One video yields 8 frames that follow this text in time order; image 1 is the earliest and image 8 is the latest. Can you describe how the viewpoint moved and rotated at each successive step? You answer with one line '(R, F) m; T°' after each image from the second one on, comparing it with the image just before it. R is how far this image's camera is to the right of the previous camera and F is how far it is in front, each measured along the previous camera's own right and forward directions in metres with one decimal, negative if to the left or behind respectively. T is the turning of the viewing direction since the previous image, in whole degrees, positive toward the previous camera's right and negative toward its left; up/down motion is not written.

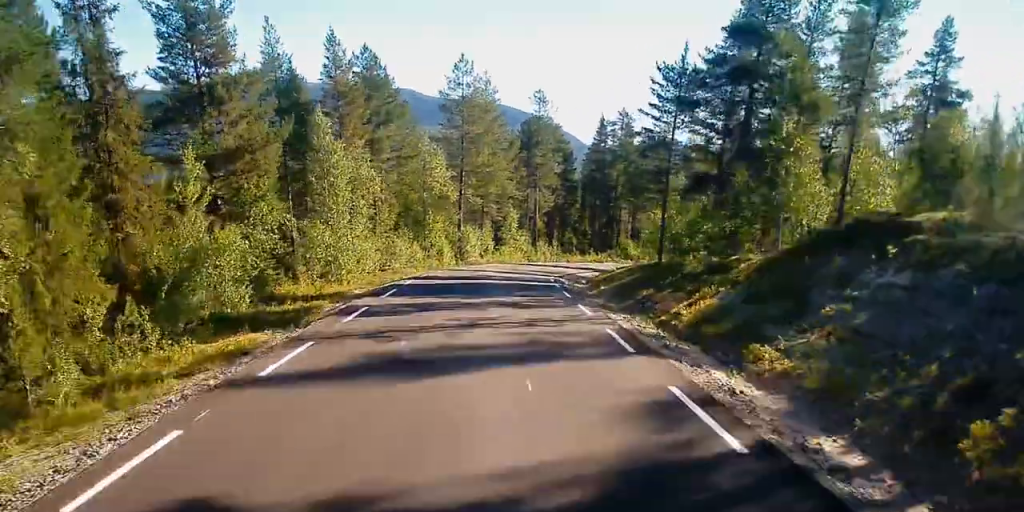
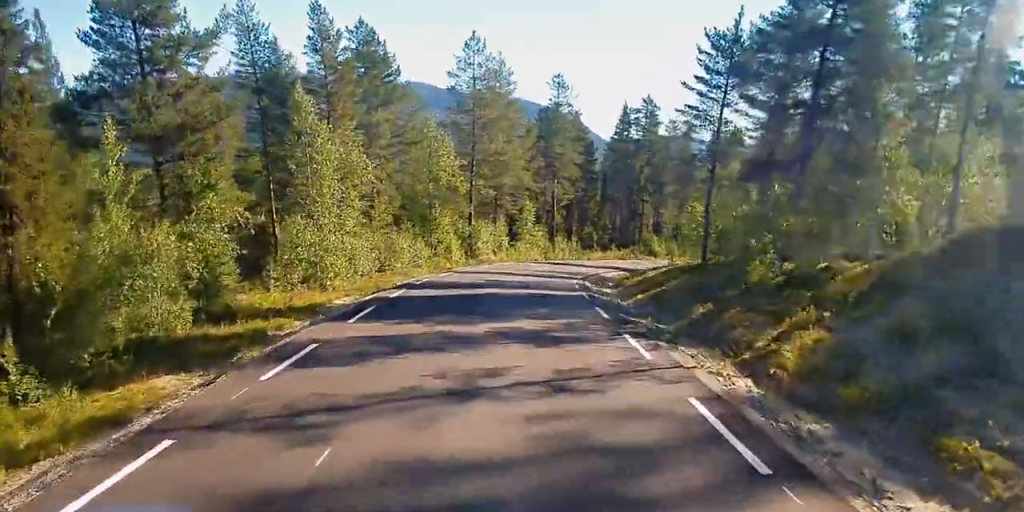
(-0.3, +6.6) m; 0°
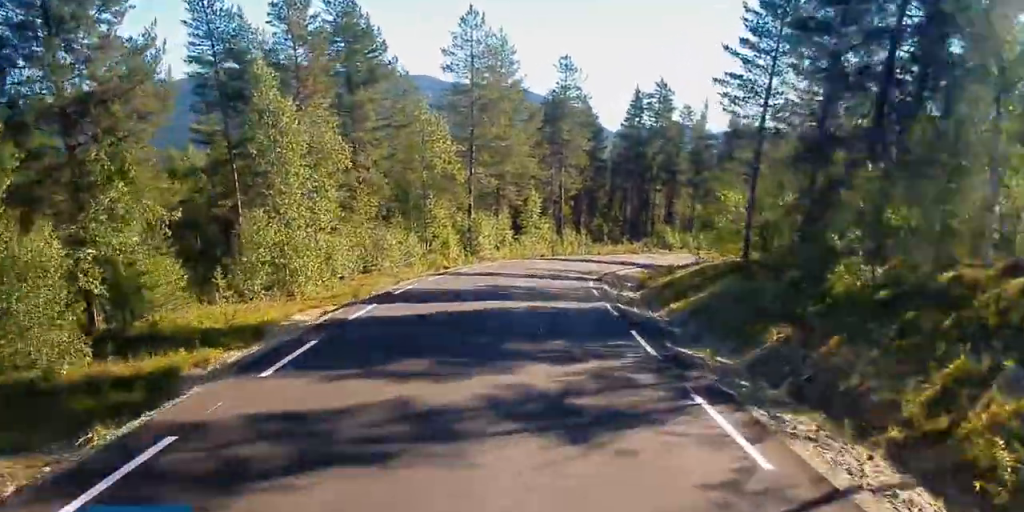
(0.0, +6.1) m; 0°
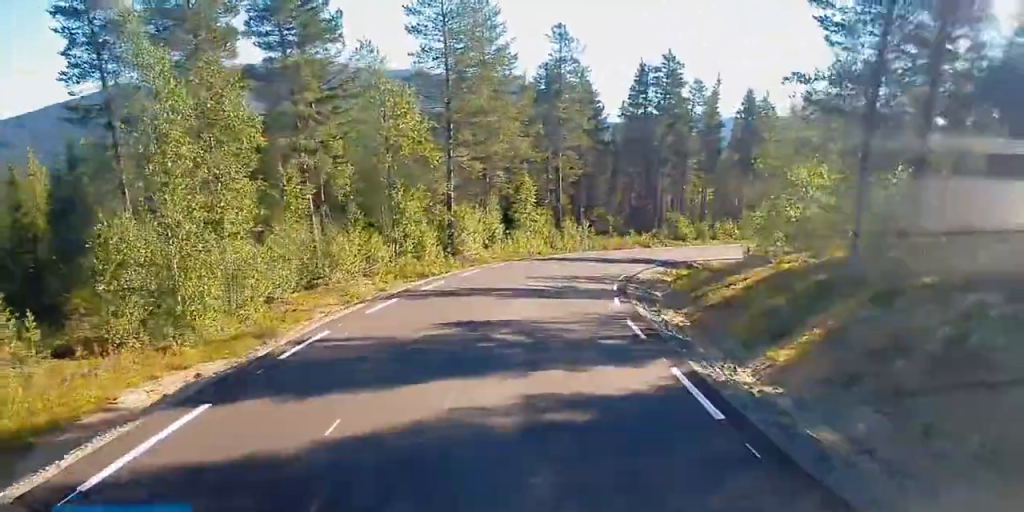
(+0.3, +10.6) m; 0°
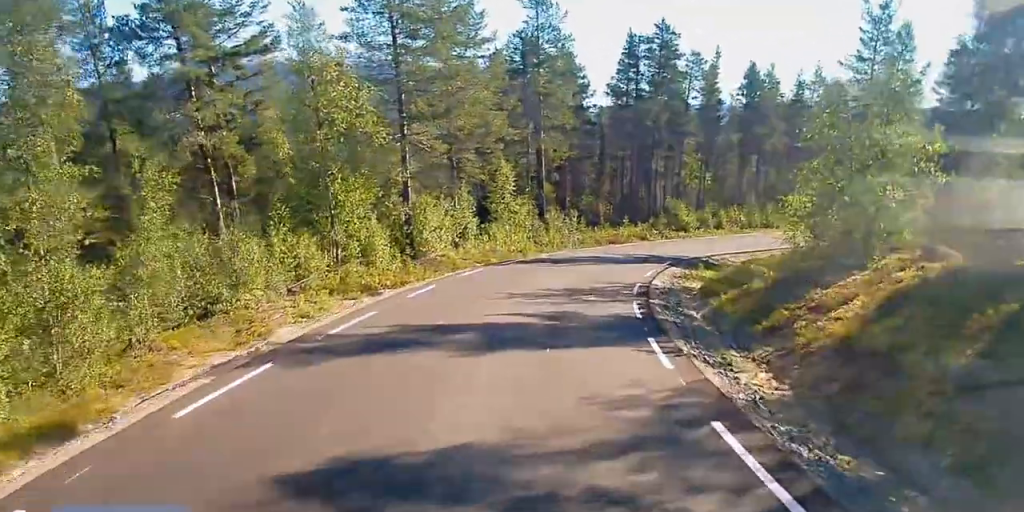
(-0.2, +9.7) m; -1°
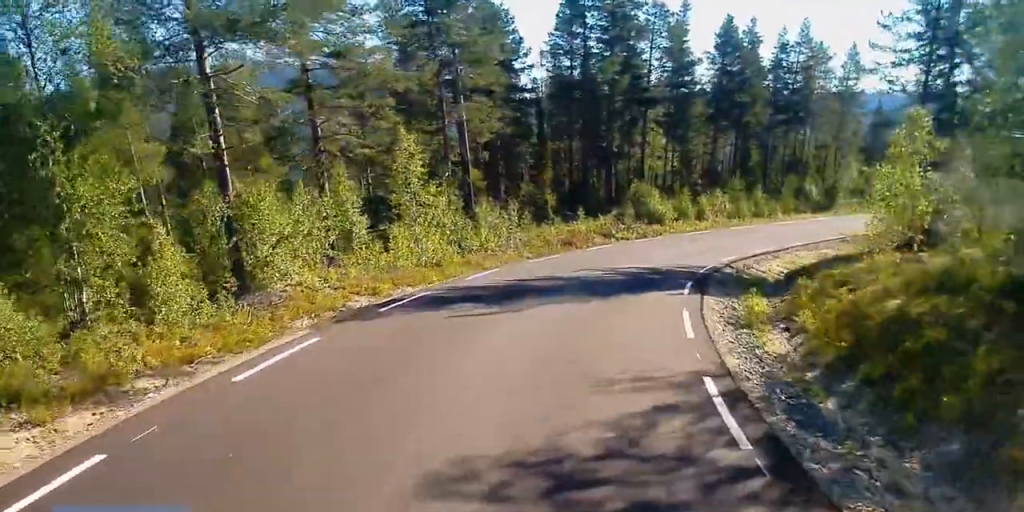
(+0.1, +16.6) m; +5°
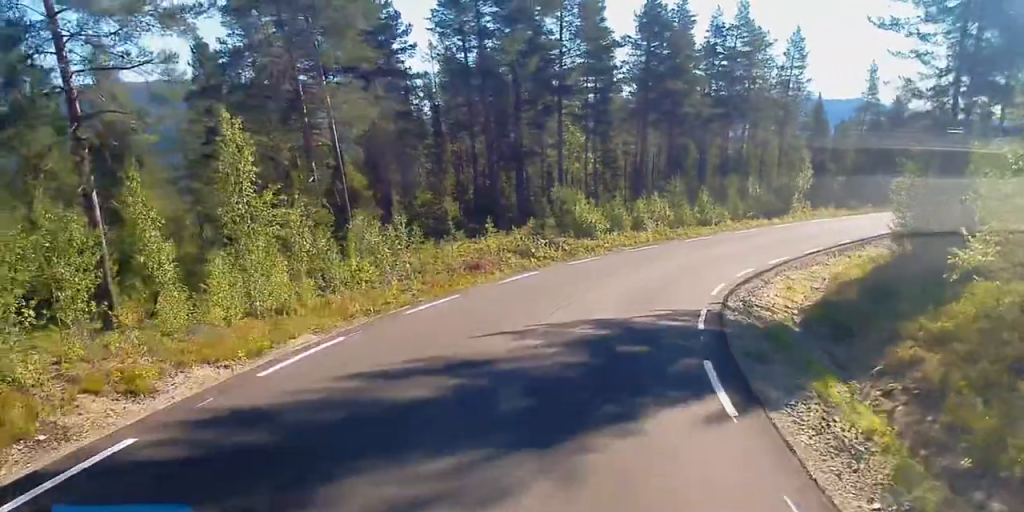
(+0.8, +11.2) m; +4°
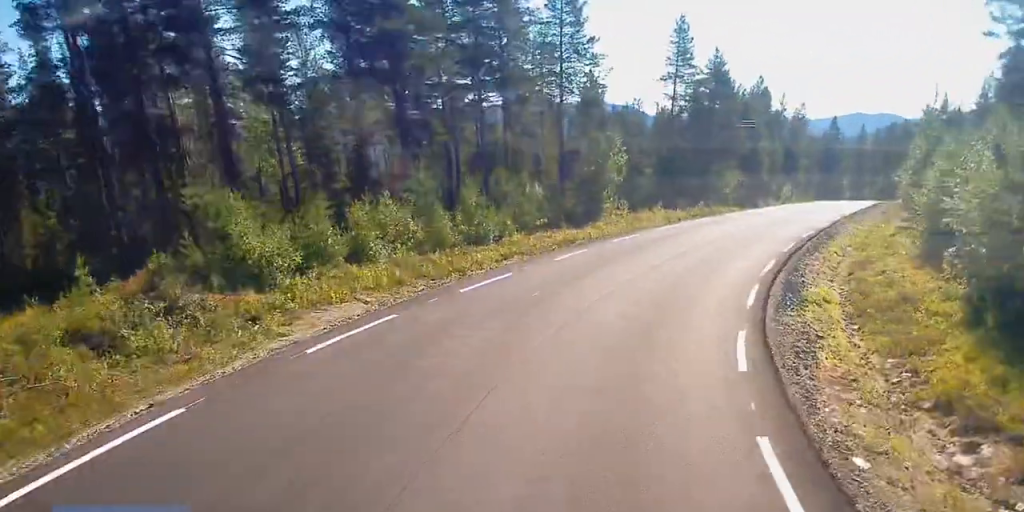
(+1.5, +22.4) m; +13°
